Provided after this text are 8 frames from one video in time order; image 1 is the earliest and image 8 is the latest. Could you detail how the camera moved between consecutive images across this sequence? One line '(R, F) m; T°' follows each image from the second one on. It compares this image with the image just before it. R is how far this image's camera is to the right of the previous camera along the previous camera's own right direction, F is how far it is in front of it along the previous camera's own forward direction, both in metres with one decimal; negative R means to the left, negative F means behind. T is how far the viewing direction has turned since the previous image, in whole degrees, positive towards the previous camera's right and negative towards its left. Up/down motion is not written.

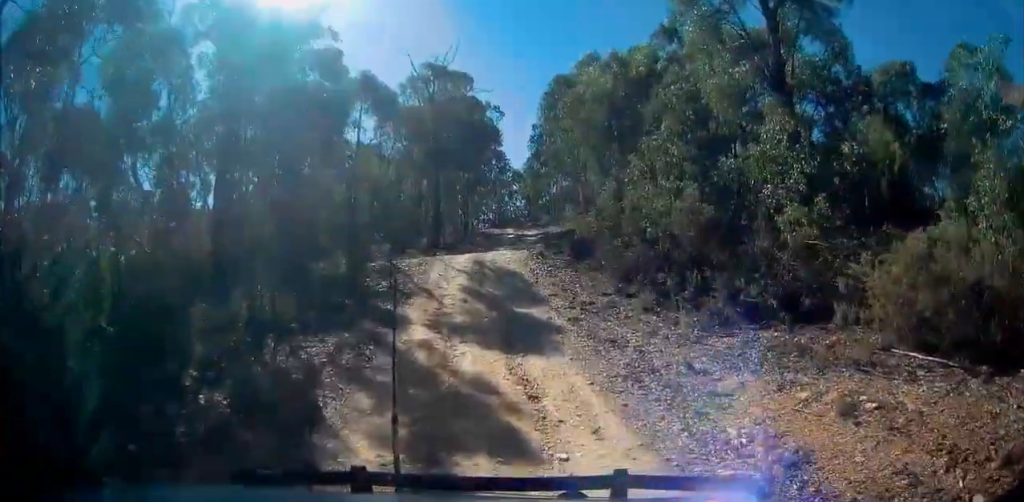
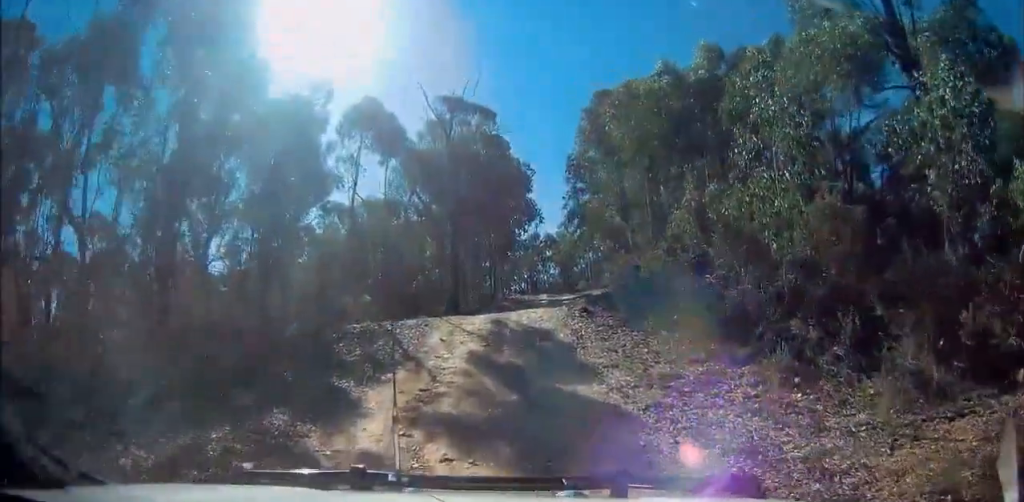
(-0.2, +5.9) m; -8°
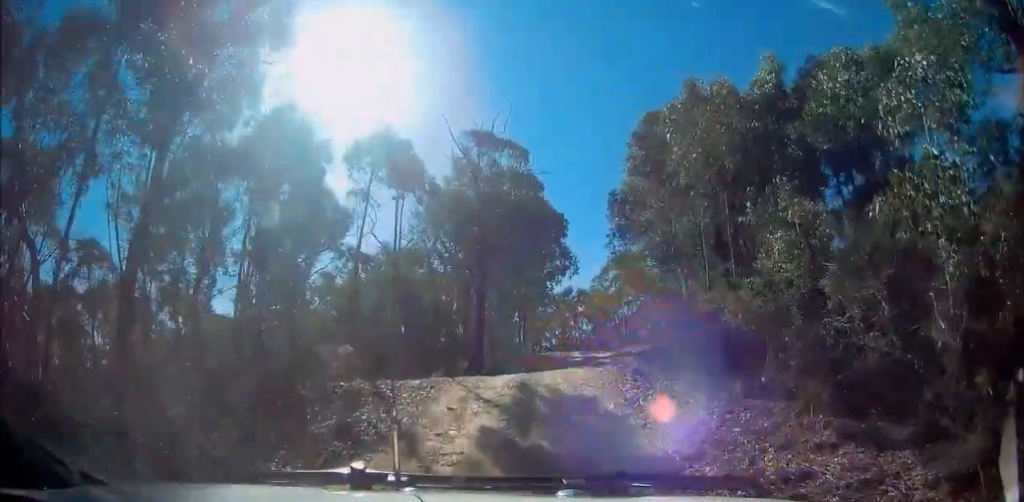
(-0.2, +3.4) m; -4°
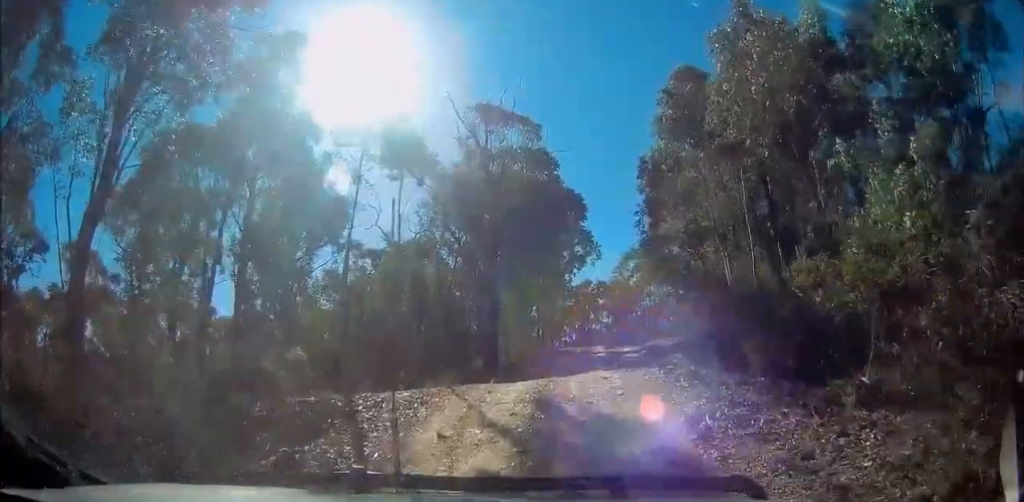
(0.0, +2.6) m; 0°
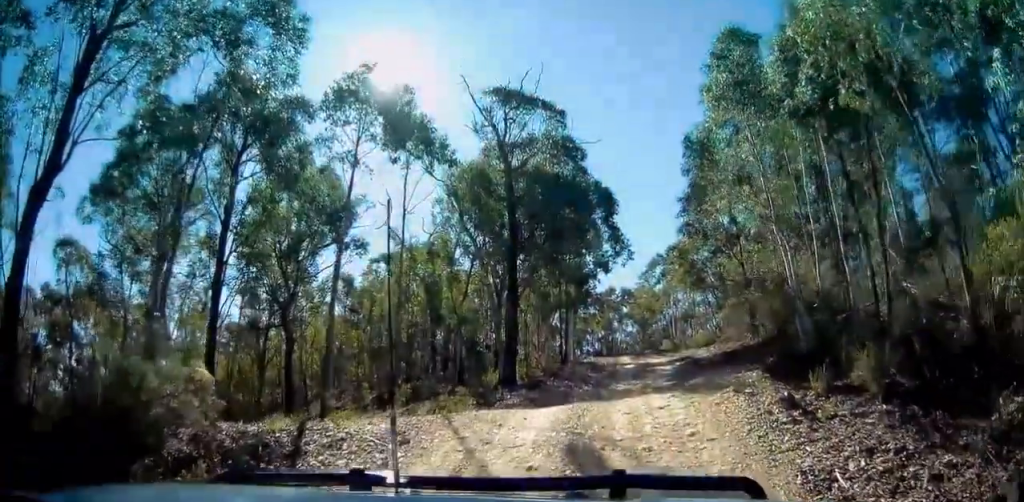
(0.0, +2.5) m; +2°
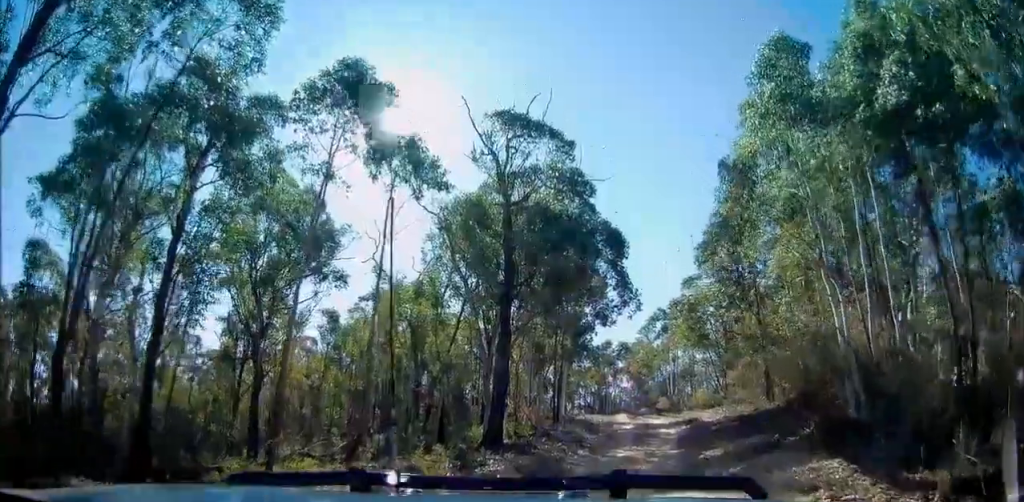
(0.0, +2.4) m; +4°
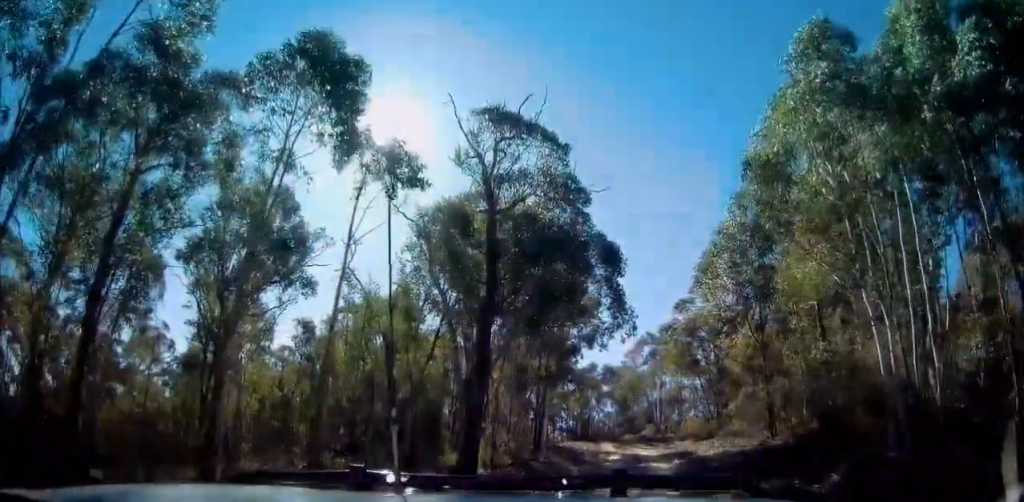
(+0.1, +2.0) m; +6°
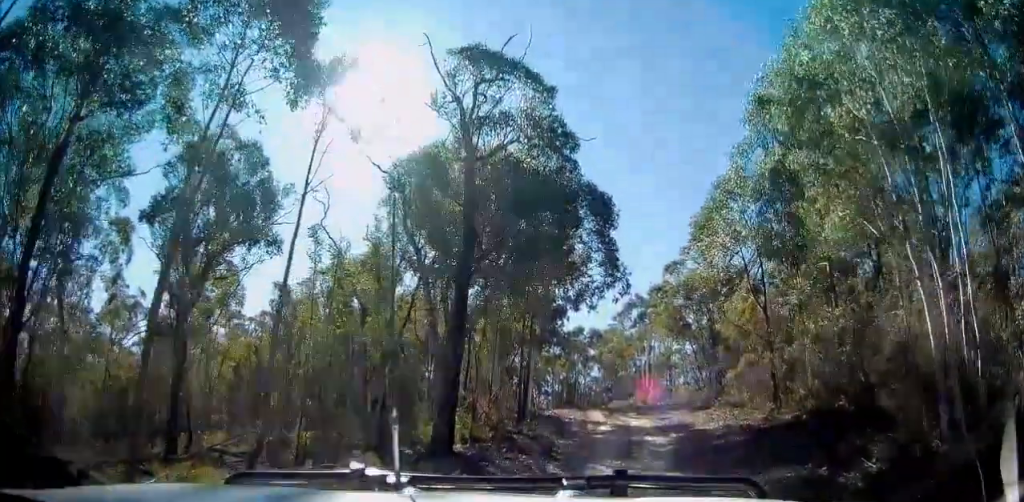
(+0.1, +1.8) m; +2°
